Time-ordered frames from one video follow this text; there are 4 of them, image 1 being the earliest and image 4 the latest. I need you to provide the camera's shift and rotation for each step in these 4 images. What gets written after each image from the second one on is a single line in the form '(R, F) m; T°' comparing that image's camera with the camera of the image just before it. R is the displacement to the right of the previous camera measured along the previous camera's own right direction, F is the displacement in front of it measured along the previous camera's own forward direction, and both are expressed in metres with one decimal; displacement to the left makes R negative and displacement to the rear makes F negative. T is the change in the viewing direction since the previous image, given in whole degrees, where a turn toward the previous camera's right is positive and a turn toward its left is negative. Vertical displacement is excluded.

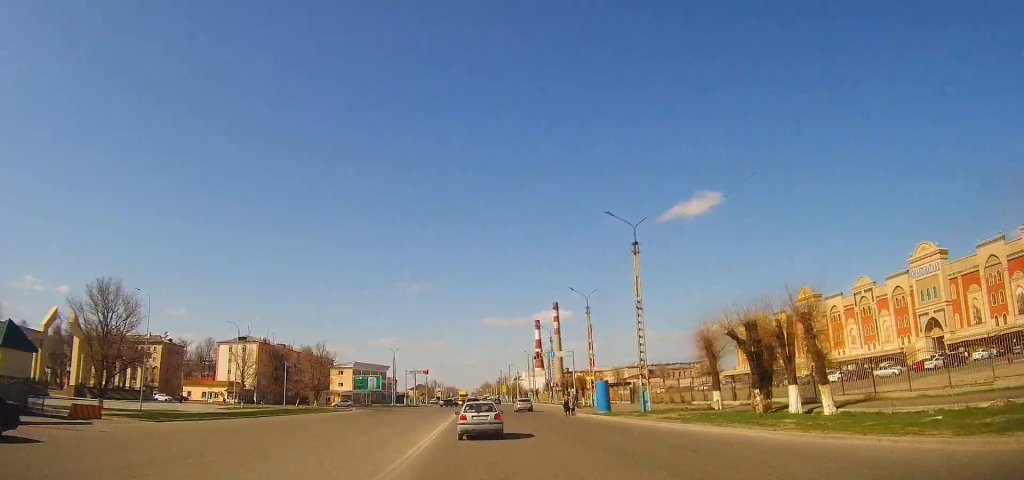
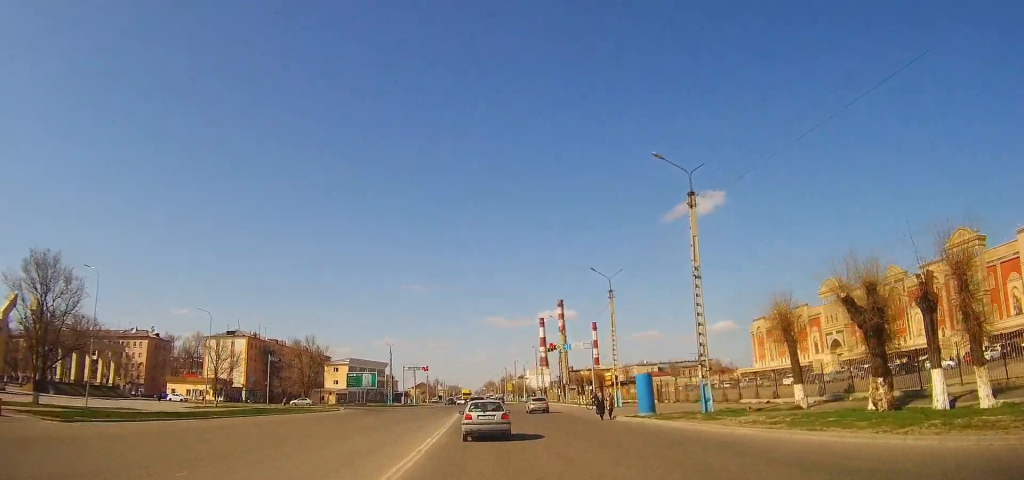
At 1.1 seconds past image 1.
(0.0, +10.0) m; 0°
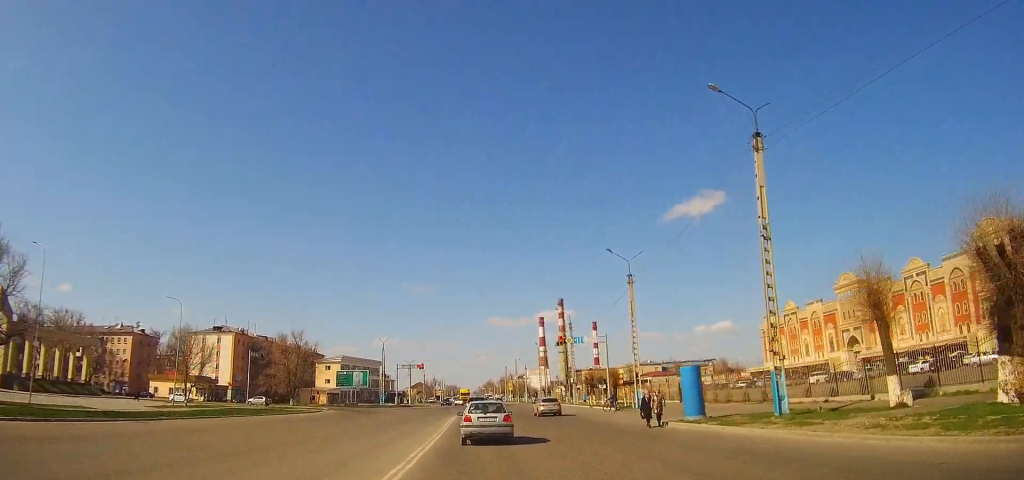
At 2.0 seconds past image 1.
(0.0, +7.9) m; 0°
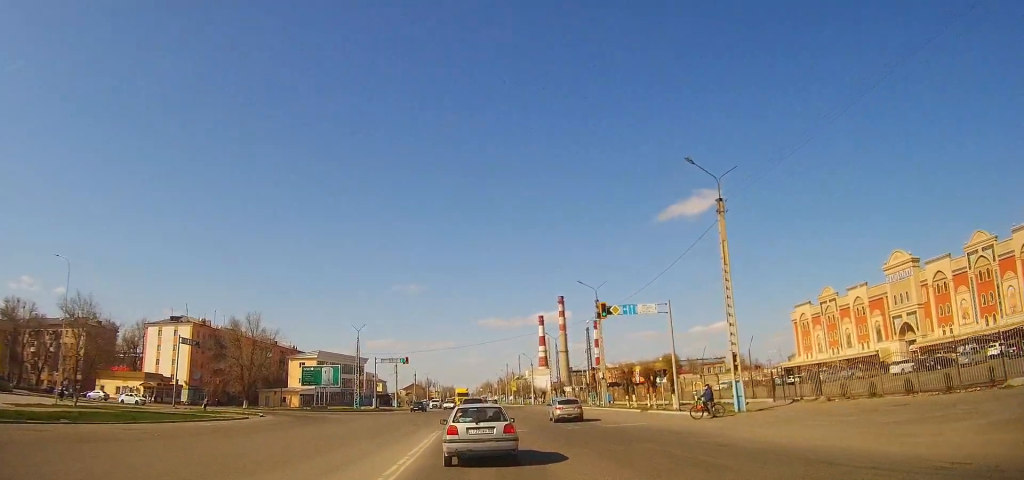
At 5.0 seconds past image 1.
(+0.1, +20.3) m; +1°
